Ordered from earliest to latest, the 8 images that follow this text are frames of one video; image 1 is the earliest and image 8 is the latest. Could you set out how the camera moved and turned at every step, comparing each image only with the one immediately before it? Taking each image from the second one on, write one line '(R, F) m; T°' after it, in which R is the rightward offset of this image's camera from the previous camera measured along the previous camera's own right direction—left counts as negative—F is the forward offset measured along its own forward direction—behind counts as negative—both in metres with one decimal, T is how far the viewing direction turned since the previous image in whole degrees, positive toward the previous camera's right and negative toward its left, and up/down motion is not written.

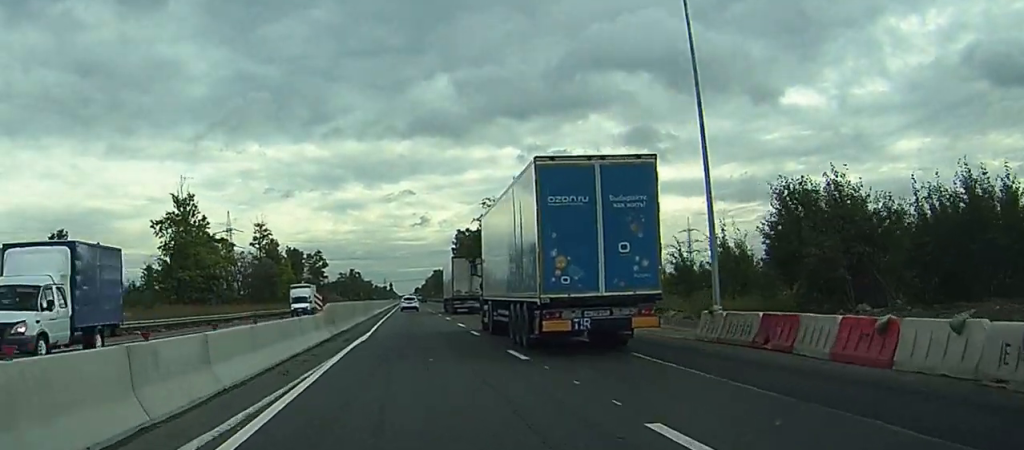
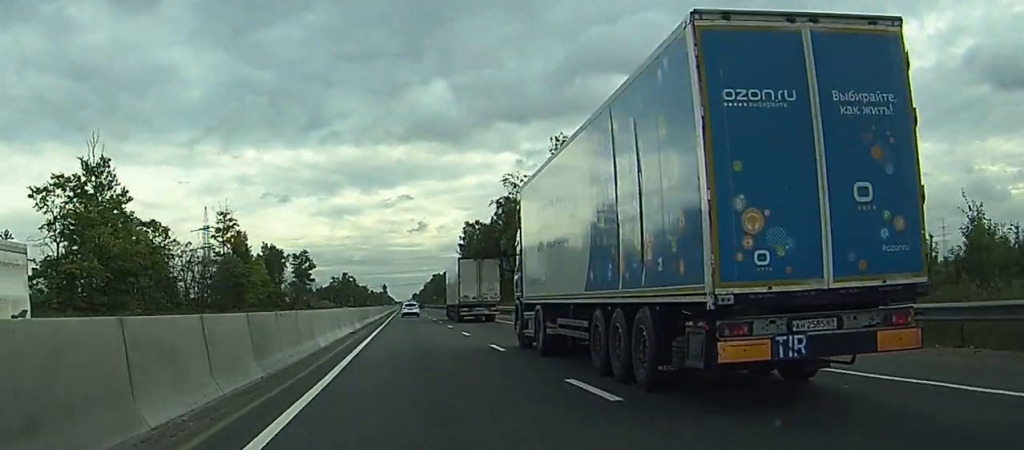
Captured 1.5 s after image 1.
(+0.5, +38.9) m; +1°
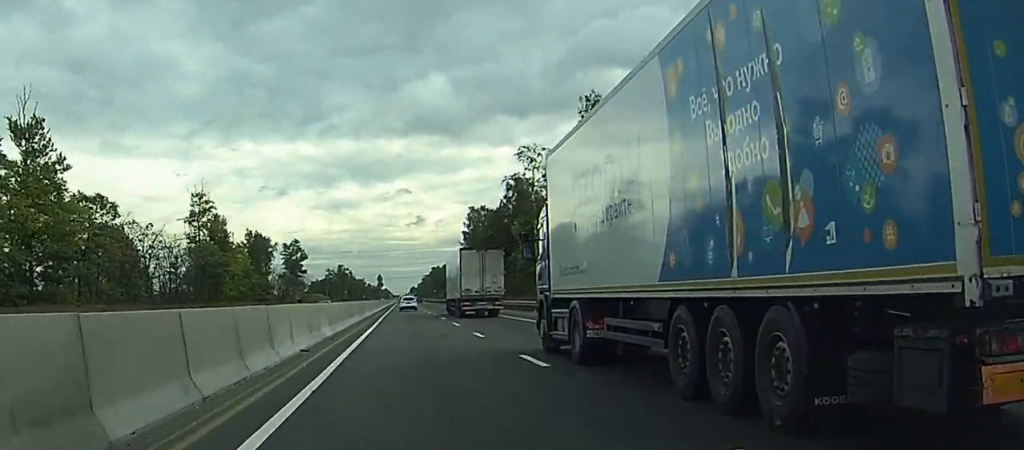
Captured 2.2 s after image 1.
(-0.1, +18.7) m; 0°
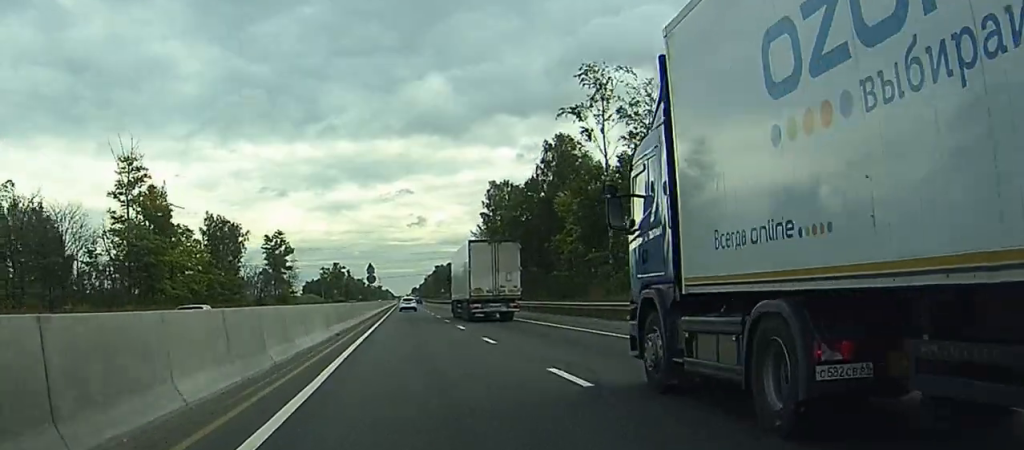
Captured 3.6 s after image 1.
(-0.1, +39.2) m; 0°
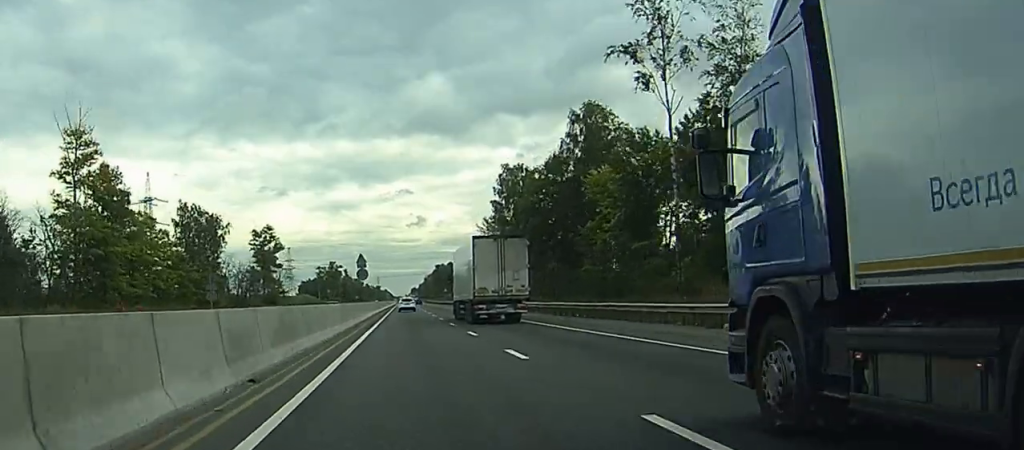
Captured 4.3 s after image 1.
(+0.1, +18.0) m; 0°
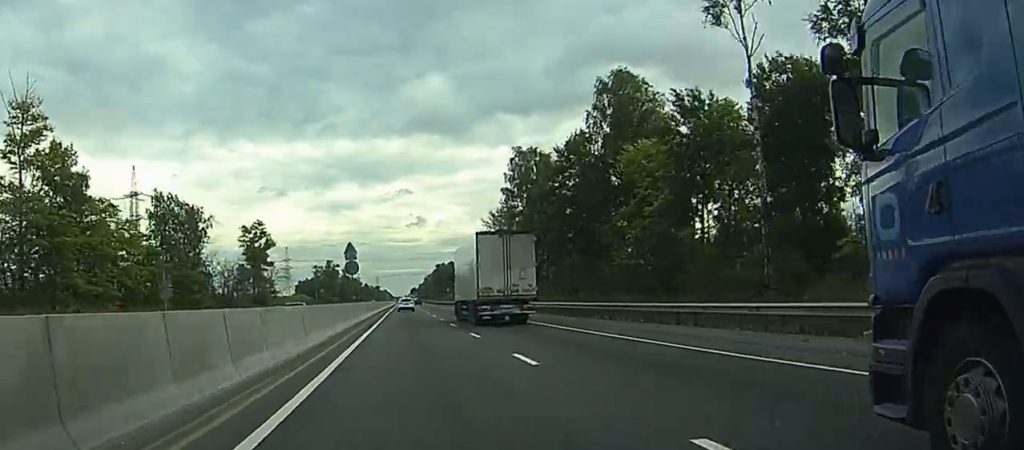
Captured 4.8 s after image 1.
(0.0, +13.5) m; 0°
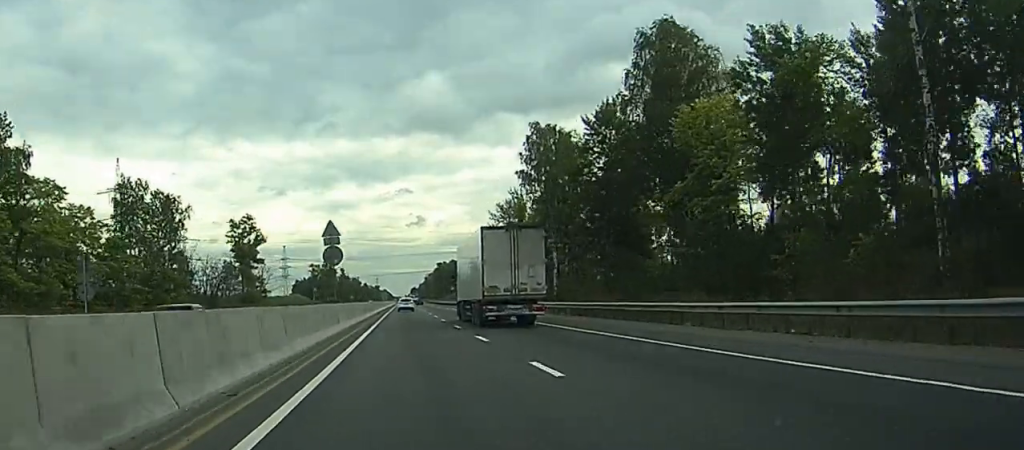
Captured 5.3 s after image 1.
(0.0, +14.4) m; 0°
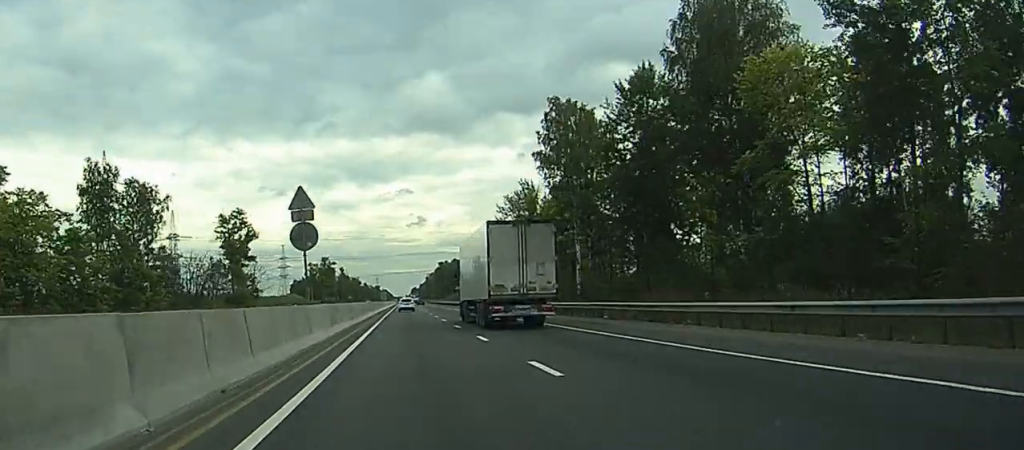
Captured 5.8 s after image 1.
(0.0, +11.7) m; 0°
